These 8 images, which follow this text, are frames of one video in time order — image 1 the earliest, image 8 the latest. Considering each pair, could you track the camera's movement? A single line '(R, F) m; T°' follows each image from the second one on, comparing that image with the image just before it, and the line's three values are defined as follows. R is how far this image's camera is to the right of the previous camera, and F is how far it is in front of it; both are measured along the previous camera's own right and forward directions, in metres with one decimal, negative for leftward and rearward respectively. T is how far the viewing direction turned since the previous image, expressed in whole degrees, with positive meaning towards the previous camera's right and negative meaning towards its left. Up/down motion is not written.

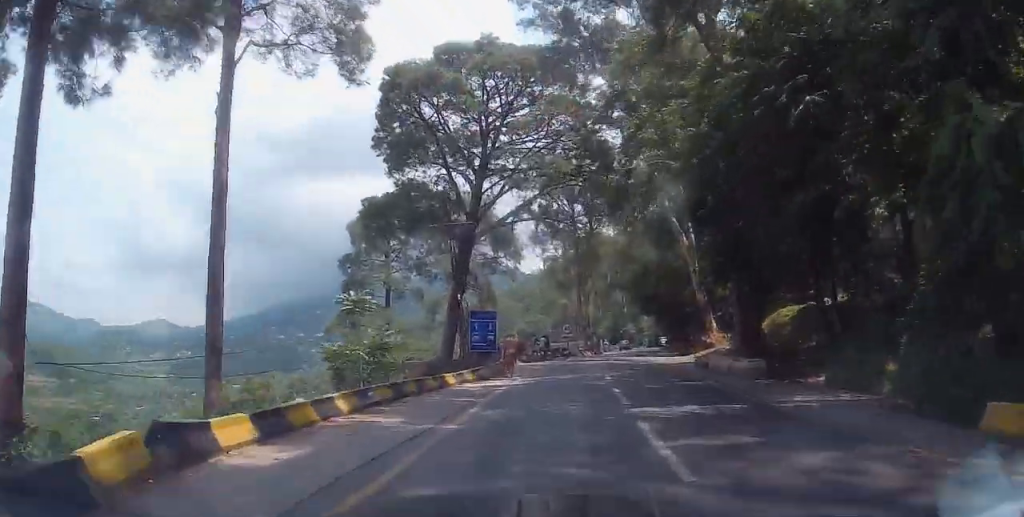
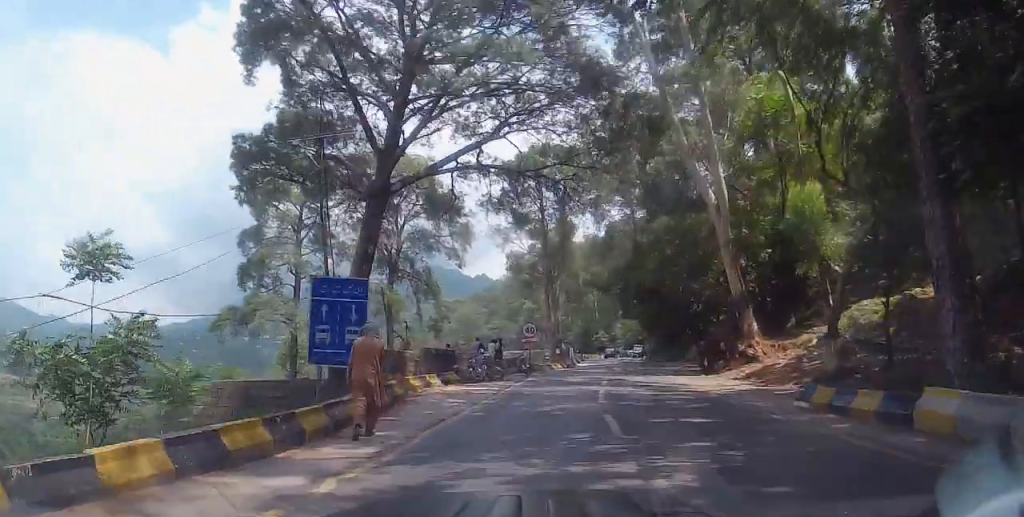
(0.0, +15.6) m; +4°
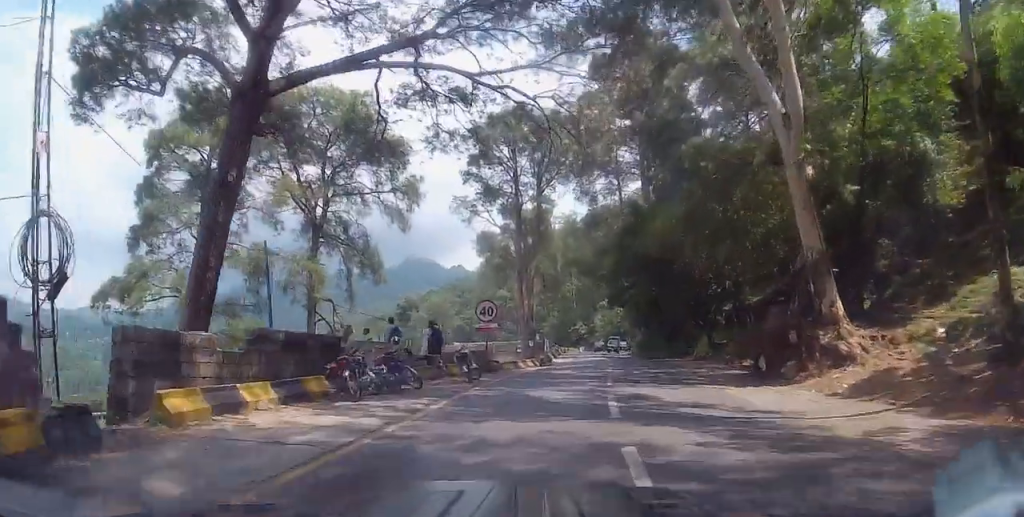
(+0.8, +10.8) m; +2°
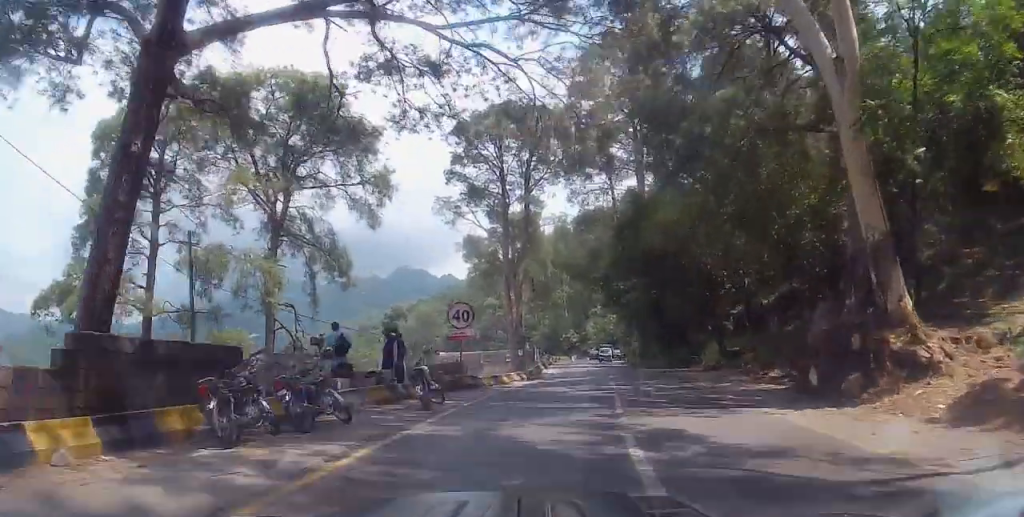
(-0.2, +4.2) m; -1°
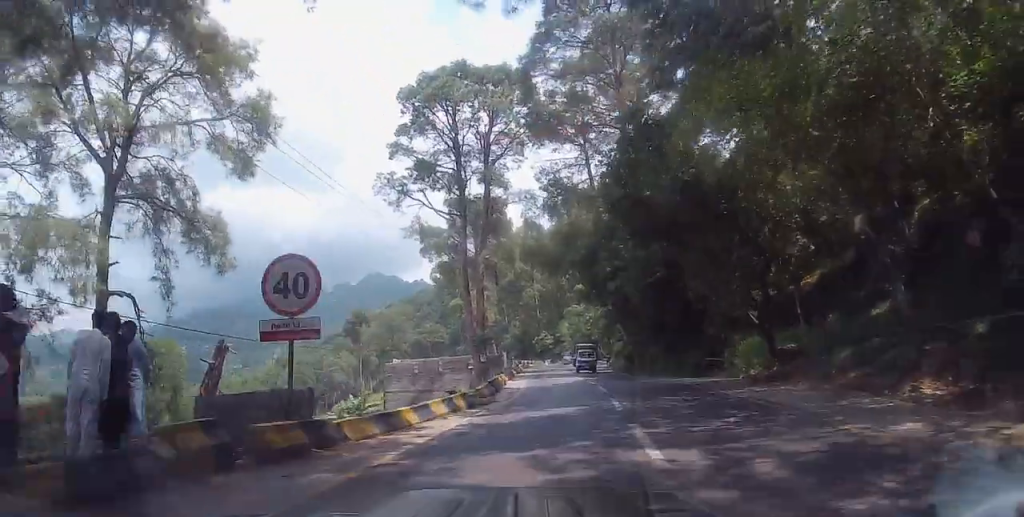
(-0.2, +11.4) m; +1°
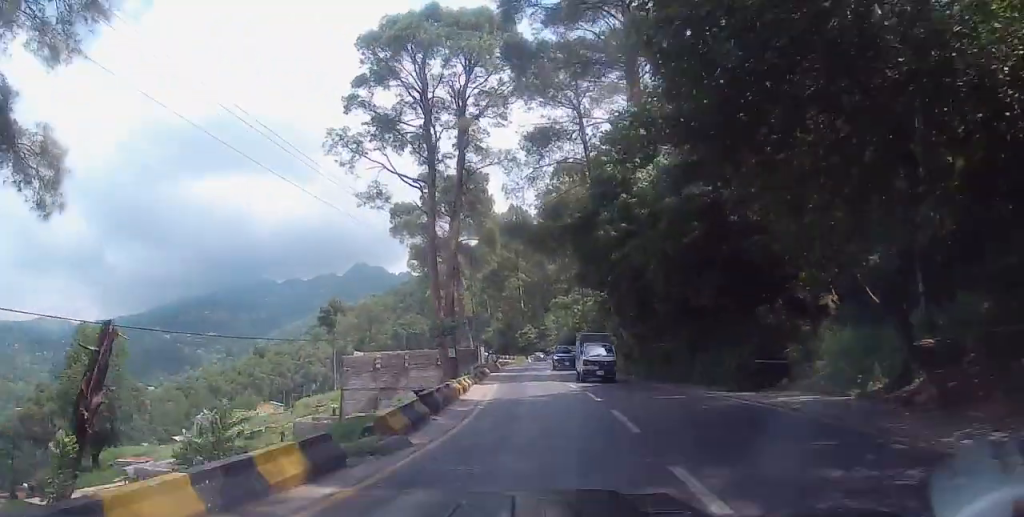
(+0.3, +9.8) m; +1°
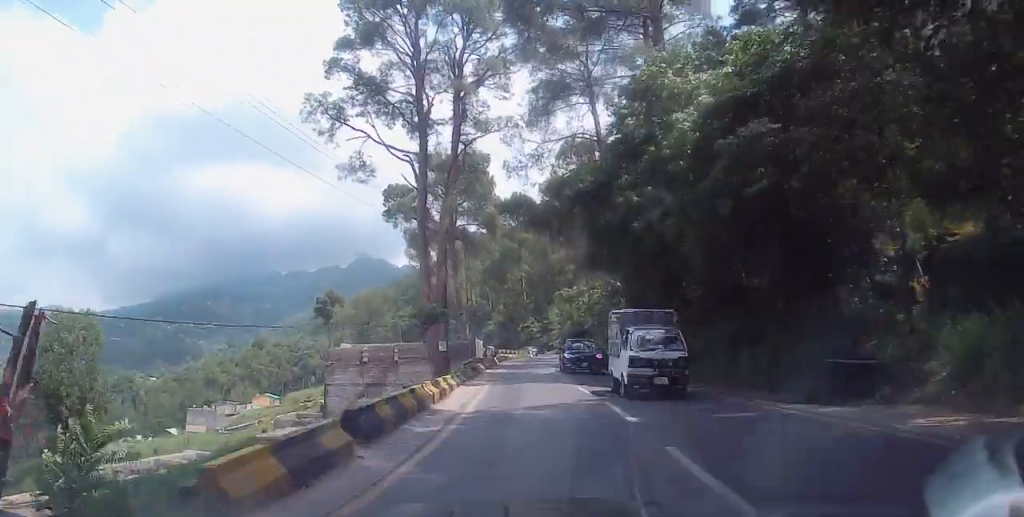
(+0.2, +5.4) m; 0°
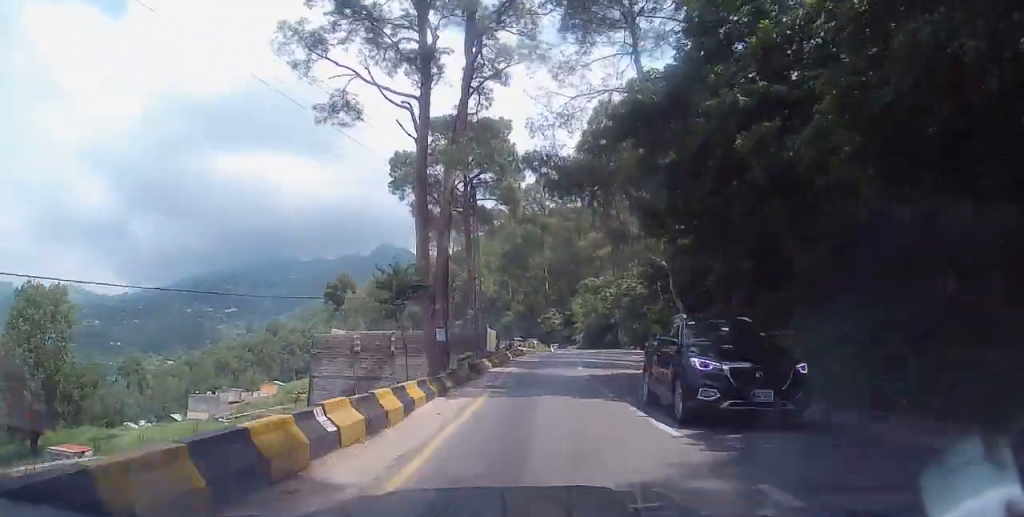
(-0.5, +8.5) m; 0°
